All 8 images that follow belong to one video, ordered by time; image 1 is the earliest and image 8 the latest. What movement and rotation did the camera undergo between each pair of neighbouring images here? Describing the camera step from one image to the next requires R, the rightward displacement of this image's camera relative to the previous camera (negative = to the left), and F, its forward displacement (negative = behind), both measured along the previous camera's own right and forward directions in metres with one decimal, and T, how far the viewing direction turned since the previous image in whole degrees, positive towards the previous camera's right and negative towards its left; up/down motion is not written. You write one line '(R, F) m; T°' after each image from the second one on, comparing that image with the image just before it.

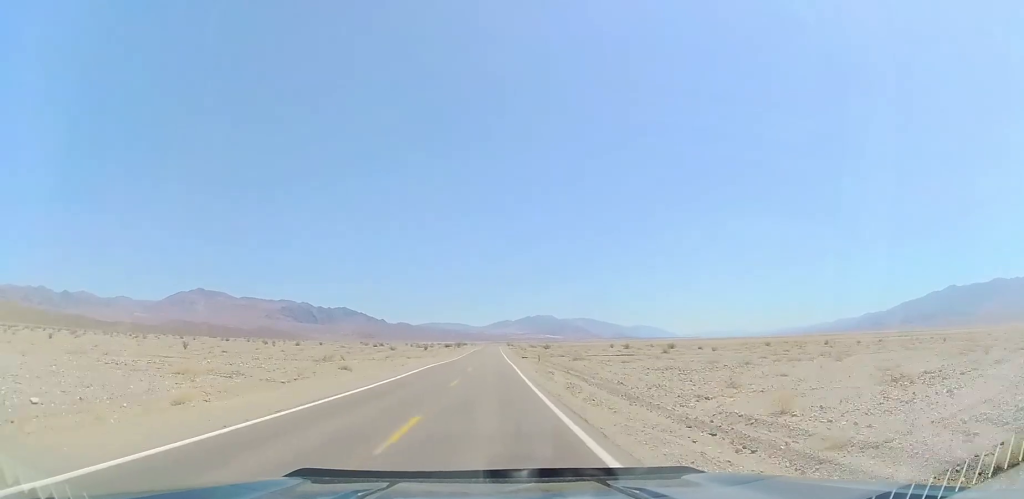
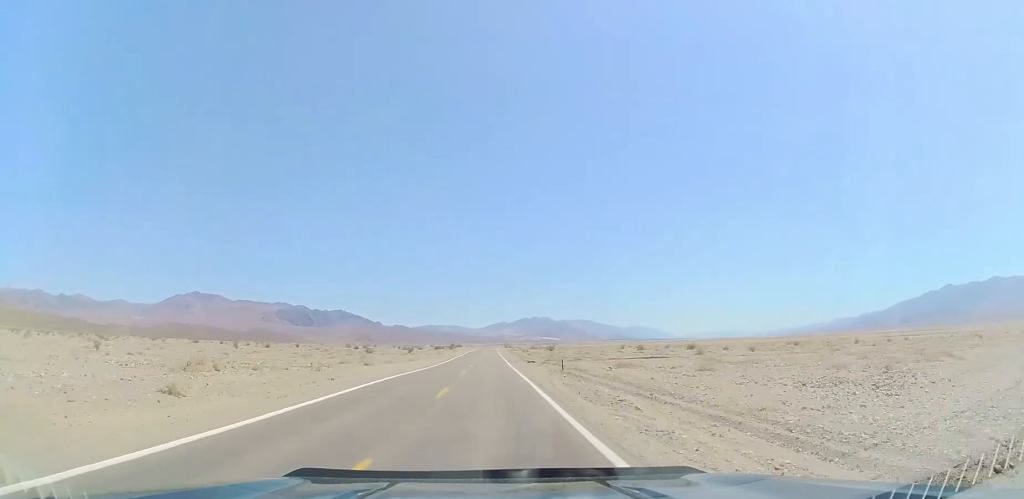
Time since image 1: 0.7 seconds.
(0.0, +20.4) m; 0°
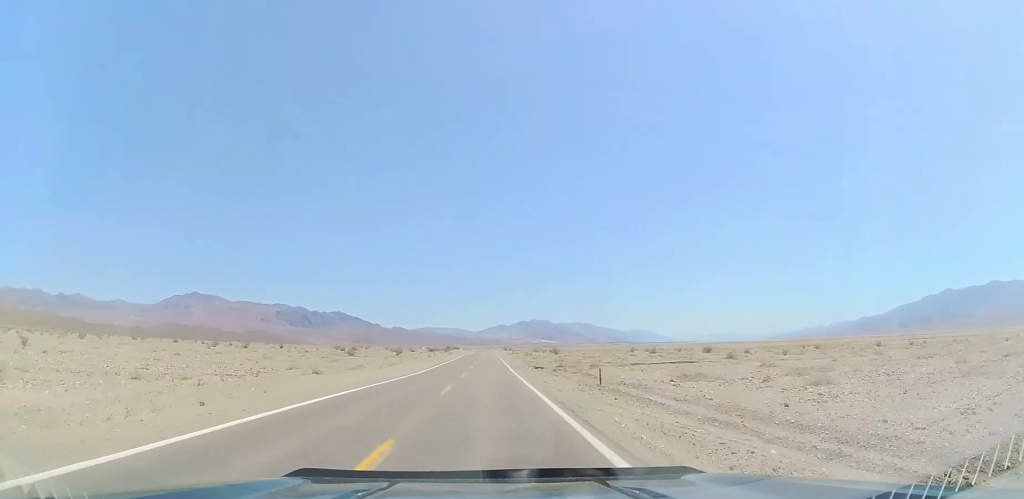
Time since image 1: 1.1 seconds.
(0.0, +12.6) m; 0°
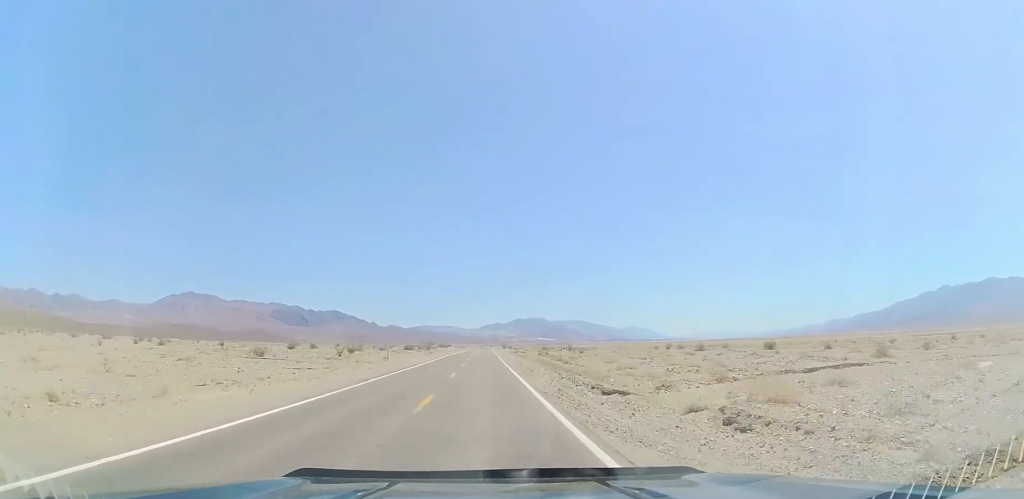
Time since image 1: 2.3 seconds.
(+0.3, +35.1) m; +1°
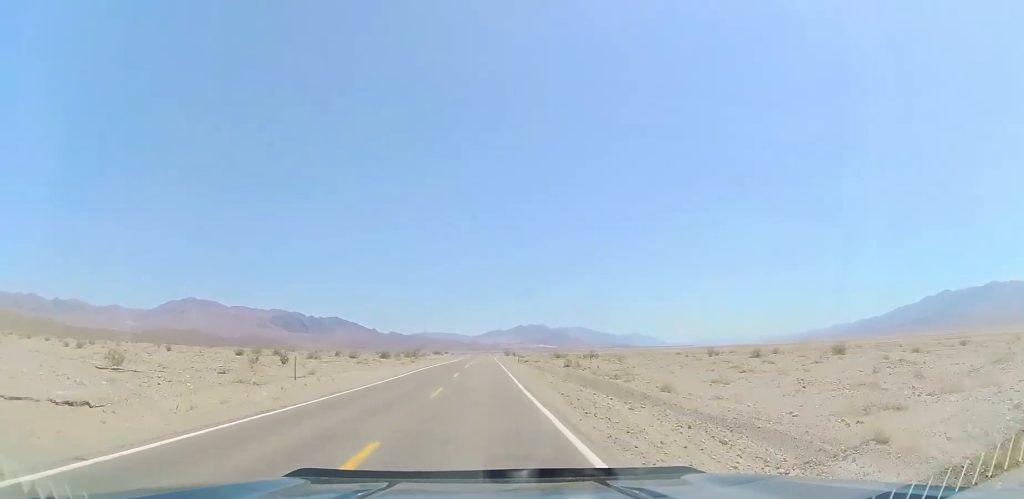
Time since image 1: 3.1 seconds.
(+0.1, +23.4) m; 0°
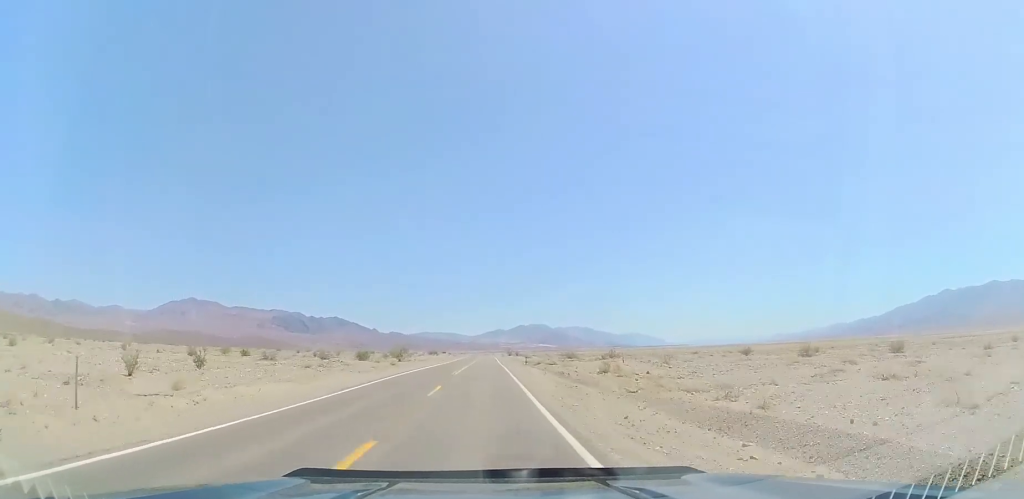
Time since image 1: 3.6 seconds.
(0.0, +14.6) m; 0°
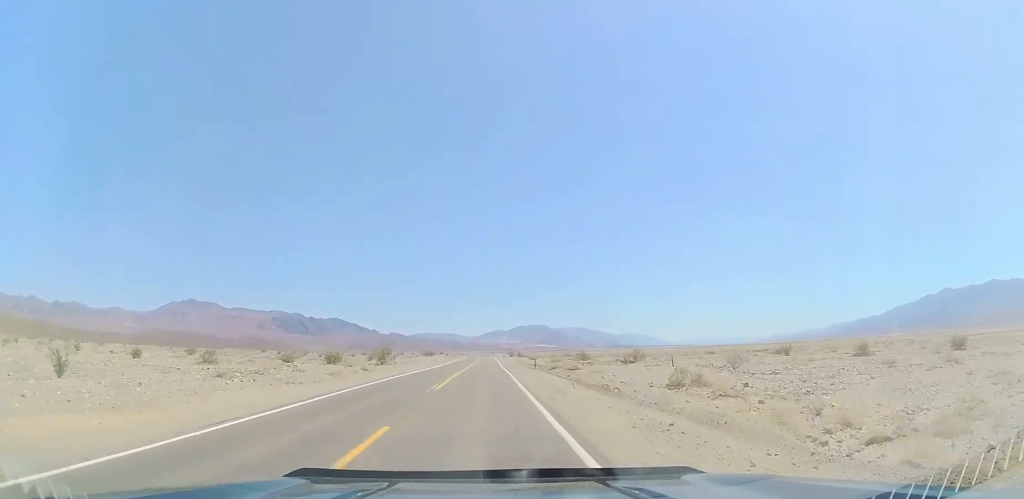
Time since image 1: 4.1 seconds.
(0.0, +12.7) m; 0°
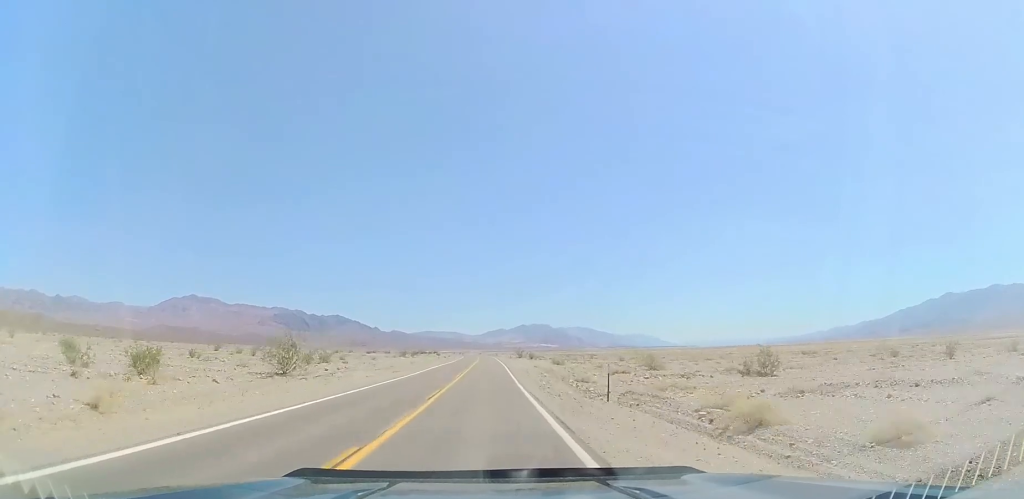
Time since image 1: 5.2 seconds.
(-0.2, +32.3) m; -1°
